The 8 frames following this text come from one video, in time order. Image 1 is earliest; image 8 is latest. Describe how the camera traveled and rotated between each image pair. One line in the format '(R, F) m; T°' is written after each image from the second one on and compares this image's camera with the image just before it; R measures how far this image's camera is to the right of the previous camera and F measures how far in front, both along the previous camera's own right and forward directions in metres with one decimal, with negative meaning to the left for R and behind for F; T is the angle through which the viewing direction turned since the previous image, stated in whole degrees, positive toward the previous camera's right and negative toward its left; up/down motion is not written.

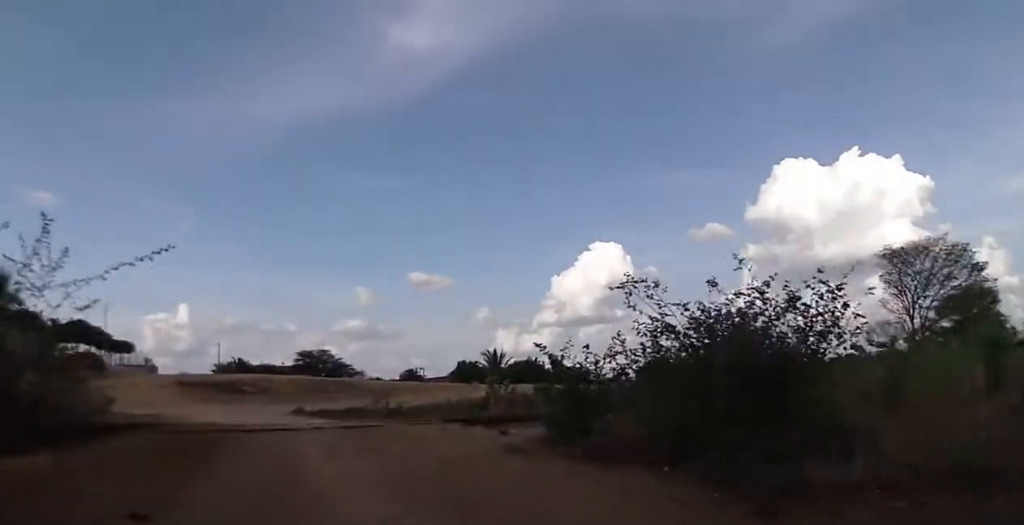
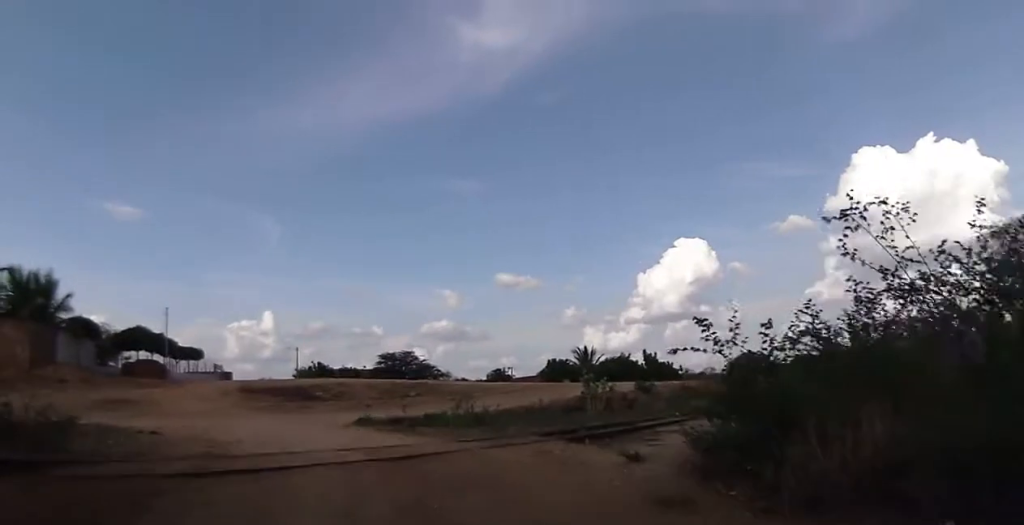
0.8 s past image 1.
(-0.2, +4.9) m; -6°
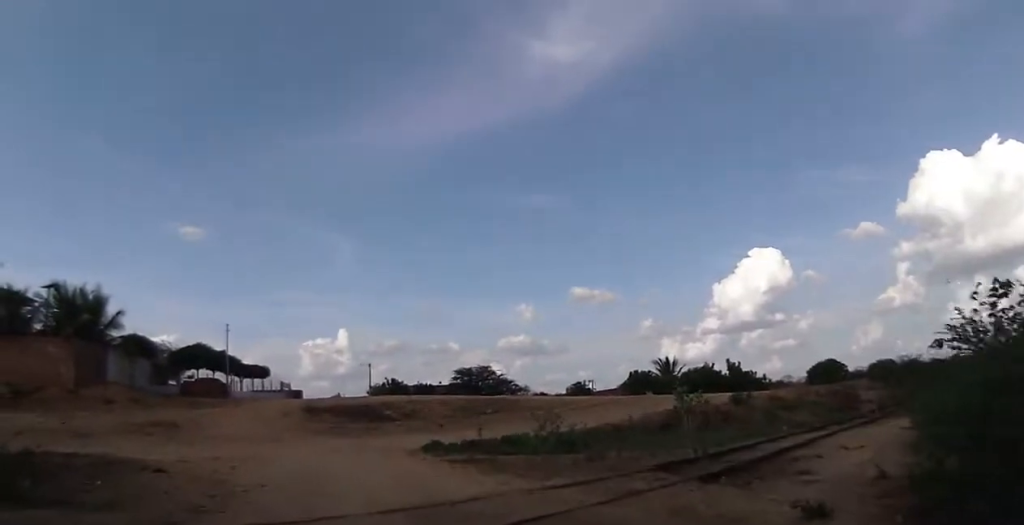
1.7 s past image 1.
(-0.3, +4.7) m; -6°
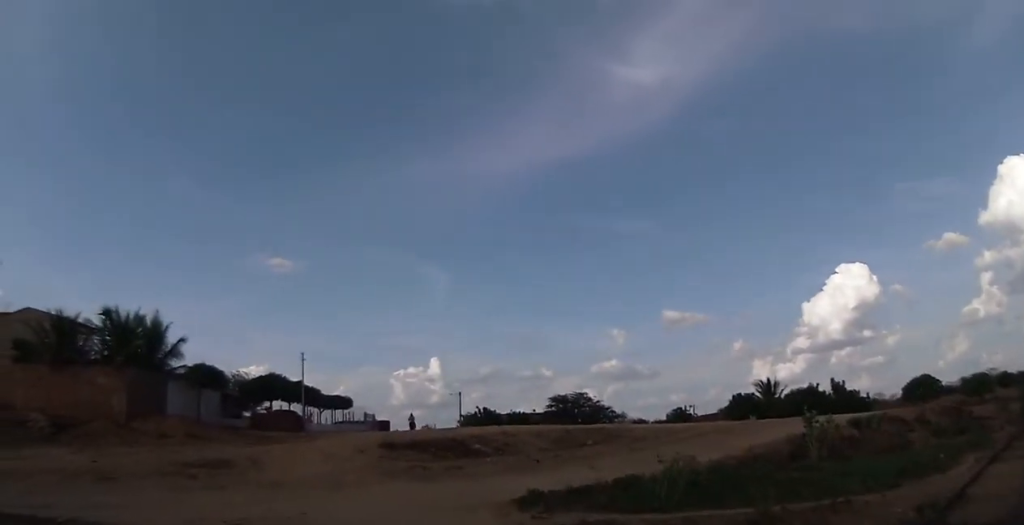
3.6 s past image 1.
(-0.2, +7.0) m; -5°
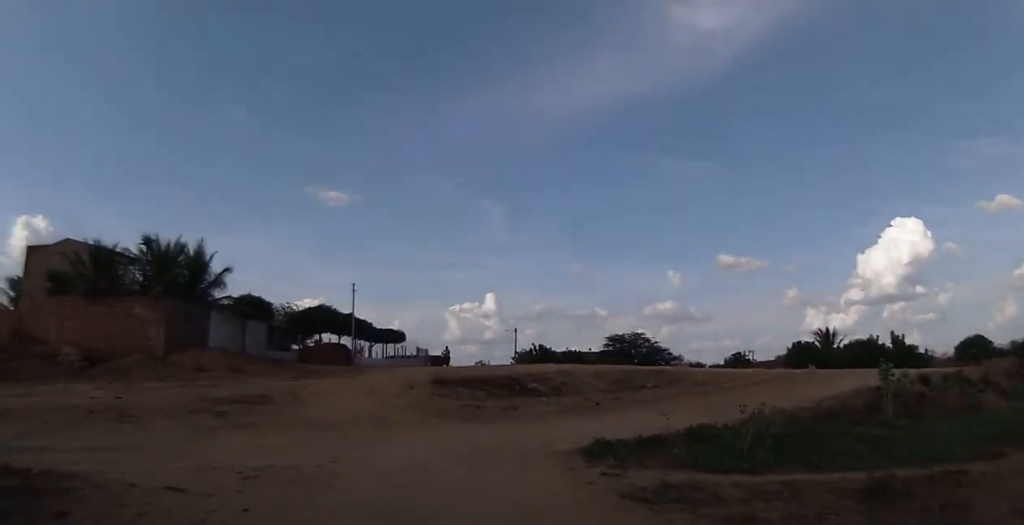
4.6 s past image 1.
(-0.4, +2.3) m; -22°
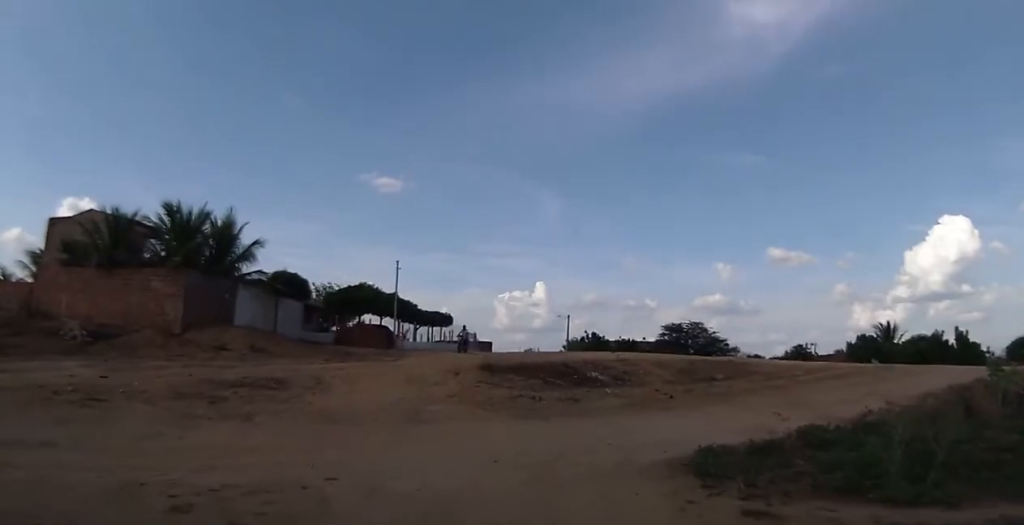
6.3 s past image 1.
(-0.6, +2.9) m; 0°
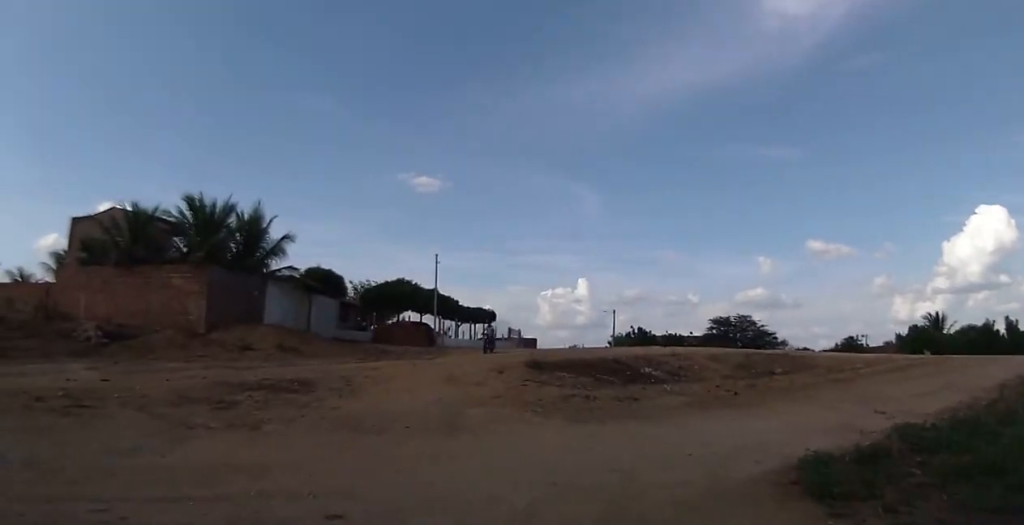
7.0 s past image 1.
(+0.2, +1.3) m; +2°
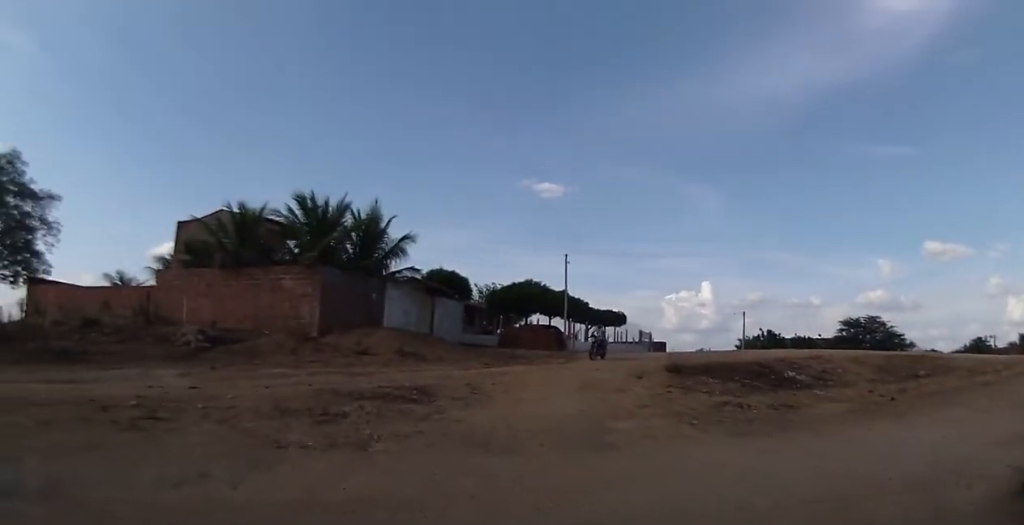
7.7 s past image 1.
(+0.1, +1.6) m; -5°
